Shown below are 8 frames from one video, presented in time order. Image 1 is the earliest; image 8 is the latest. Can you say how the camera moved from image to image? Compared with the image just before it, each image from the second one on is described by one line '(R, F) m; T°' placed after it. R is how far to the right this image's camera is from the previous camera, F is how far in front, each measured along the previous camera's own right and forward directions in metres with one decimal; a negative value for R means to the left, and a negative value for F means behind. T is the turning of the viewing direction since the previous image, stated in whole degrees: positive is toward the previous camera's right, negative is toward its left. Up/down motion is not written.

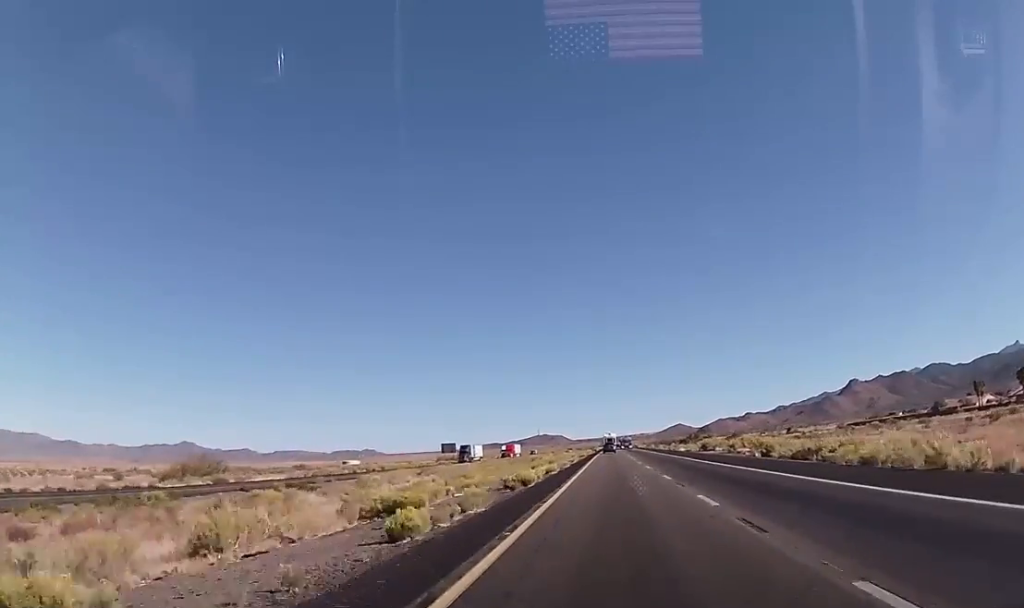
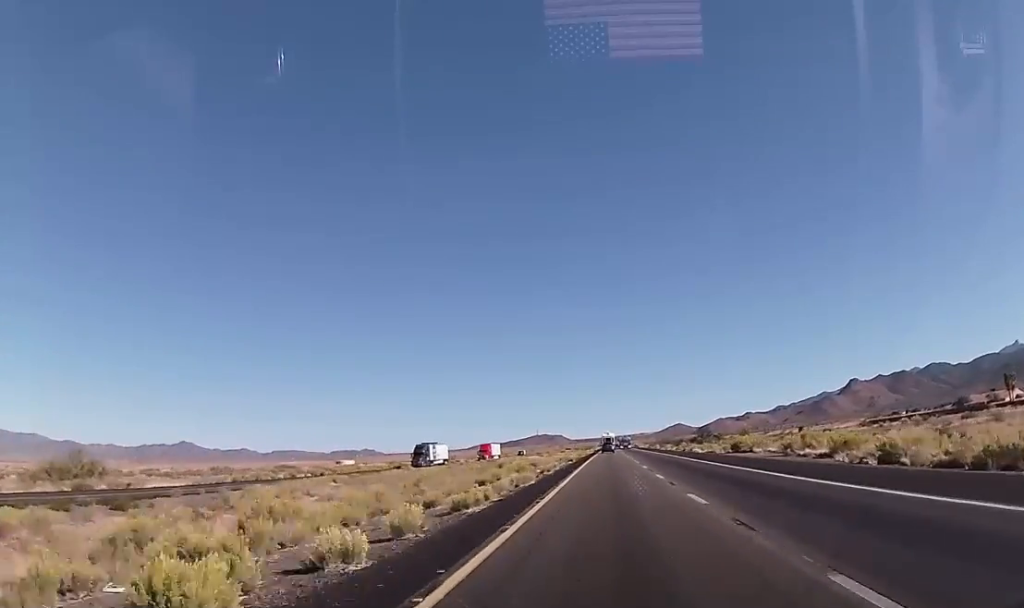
(-0.1, +23.9) m; 0°
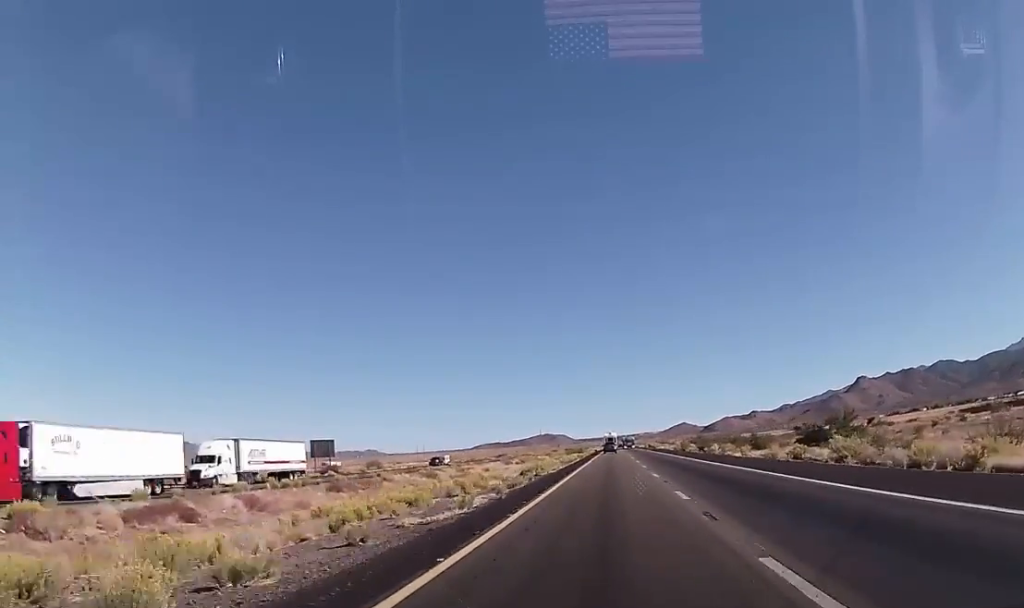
(-0.3, +84.4) m; 0°
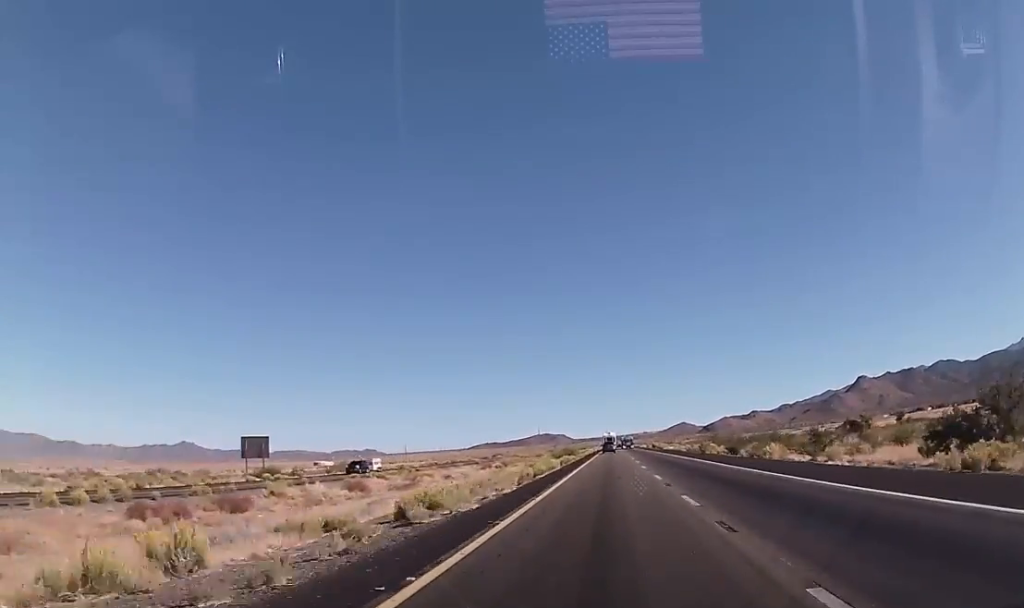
(0.0, +26.5) m; 0°
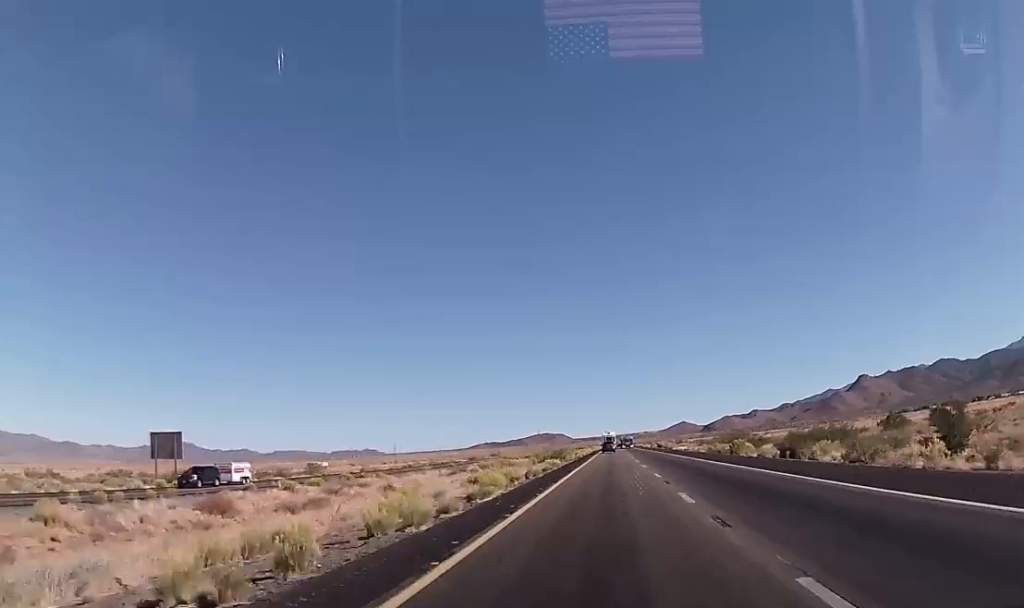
(0.0, +23.9) m; 0°
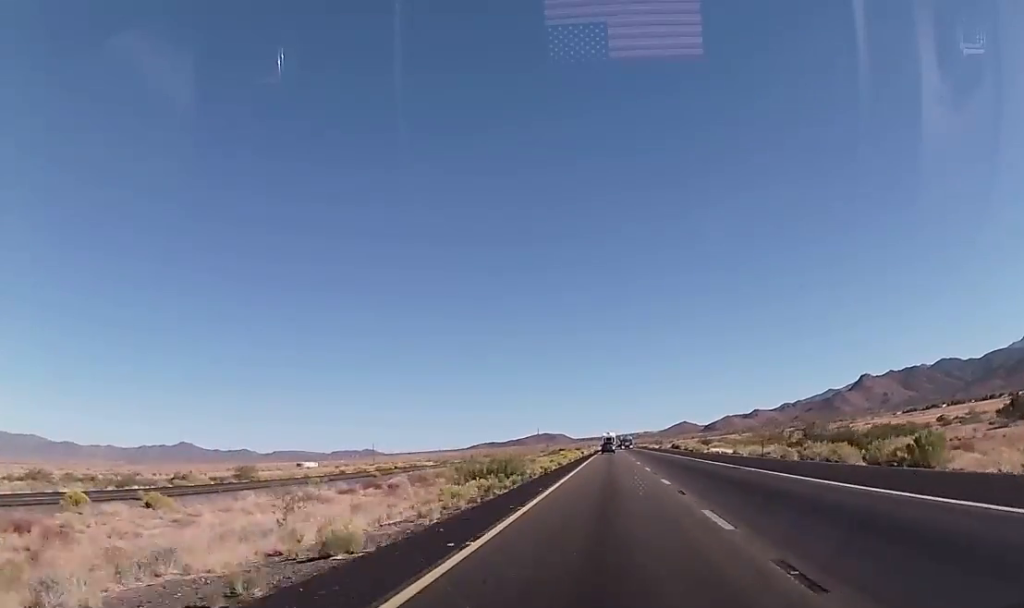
(0.0, +41.5) m; 0°
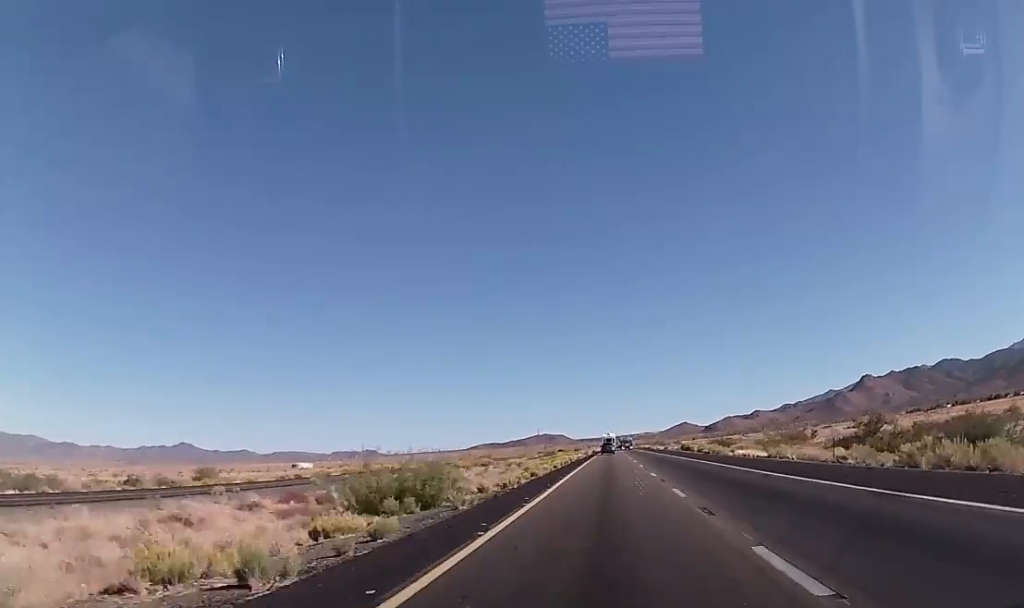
(0.0, +17.5) m; 0°
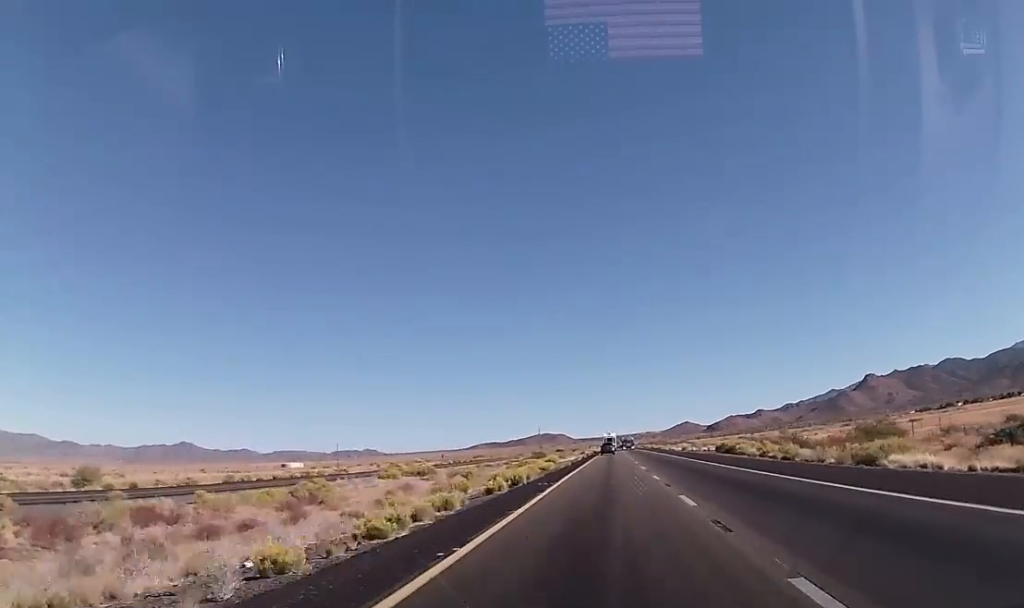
(0.0, +38.8) m; 0°
